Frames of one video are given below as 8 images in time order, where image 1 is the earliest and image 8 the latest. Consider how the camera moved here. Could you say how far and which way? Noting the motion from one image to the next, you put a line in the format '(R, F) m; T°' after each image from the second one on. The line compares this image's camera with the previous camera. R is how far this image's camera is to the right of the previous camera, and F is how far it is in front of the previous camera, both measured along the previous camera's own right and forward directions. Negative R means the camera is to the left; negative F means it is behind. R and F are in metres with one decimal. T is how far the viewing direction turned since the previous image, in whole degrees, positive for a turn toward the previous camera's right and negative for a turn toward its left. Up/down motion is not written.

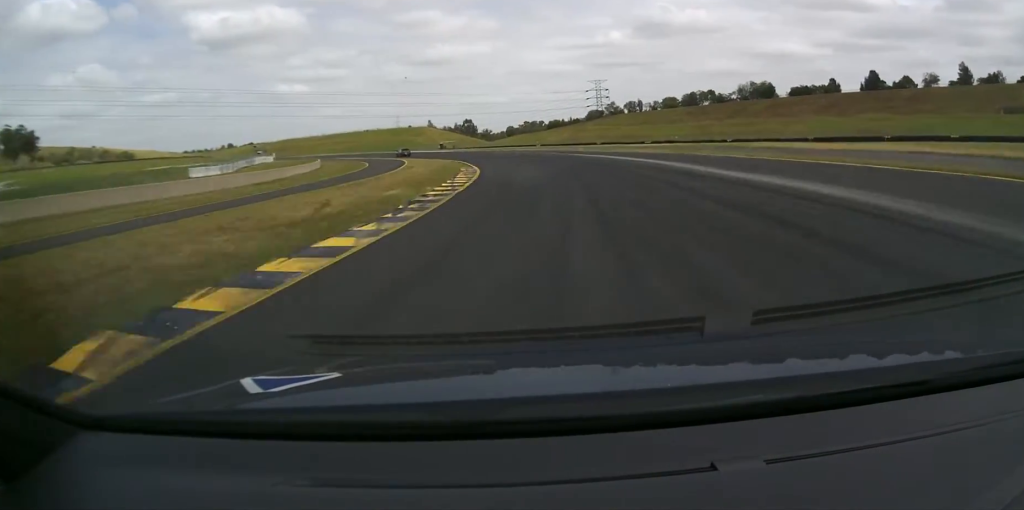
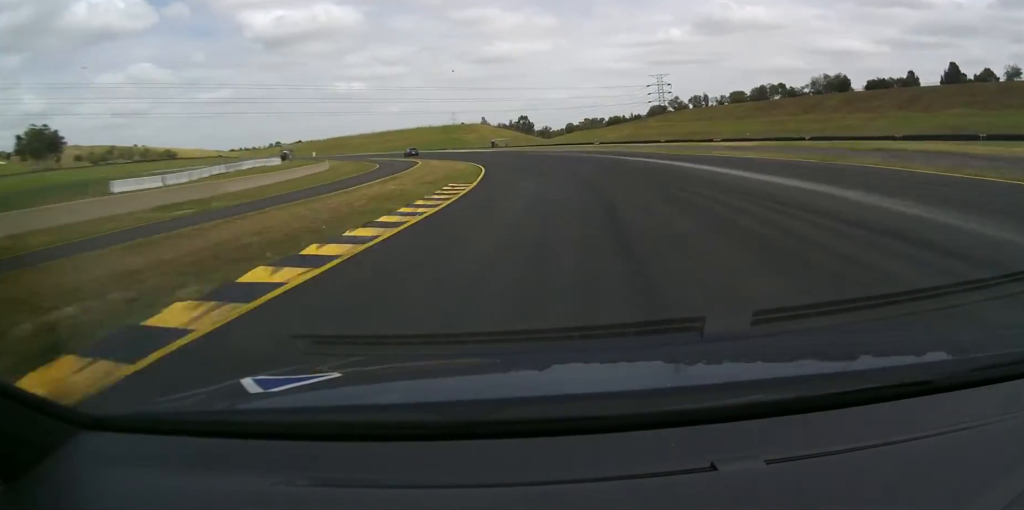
(-0.2, +17.4) m; -6°
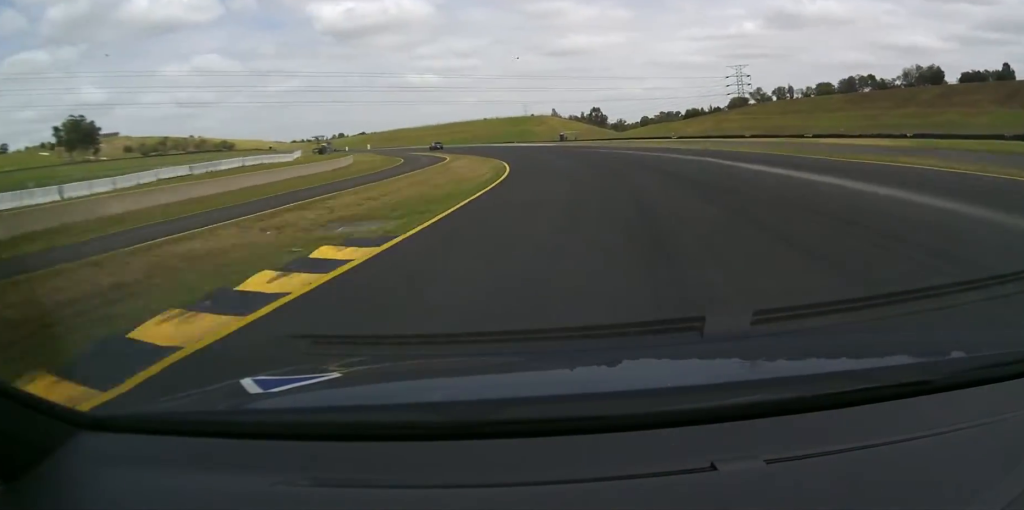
(-1.6, +17.3) m; -6°
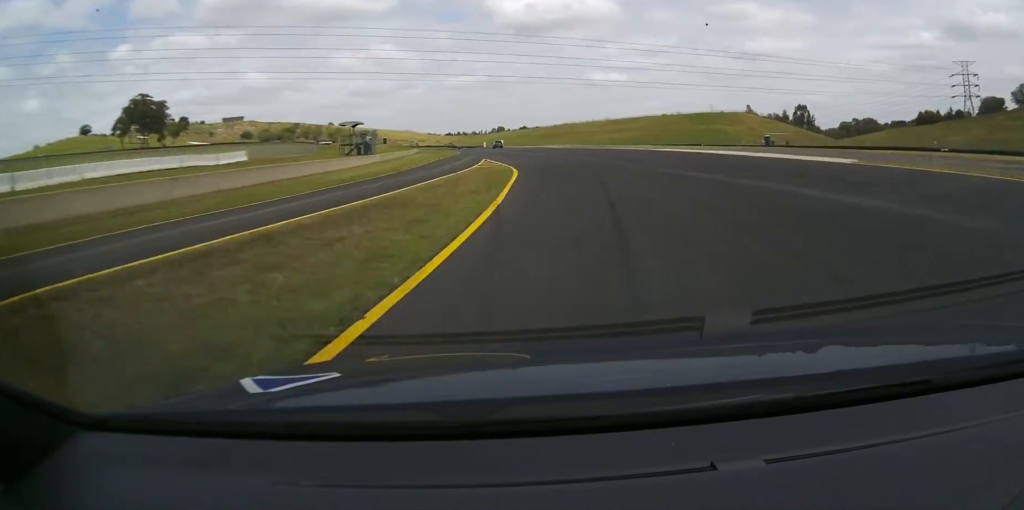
(-10.6, +60.5) m; -18°
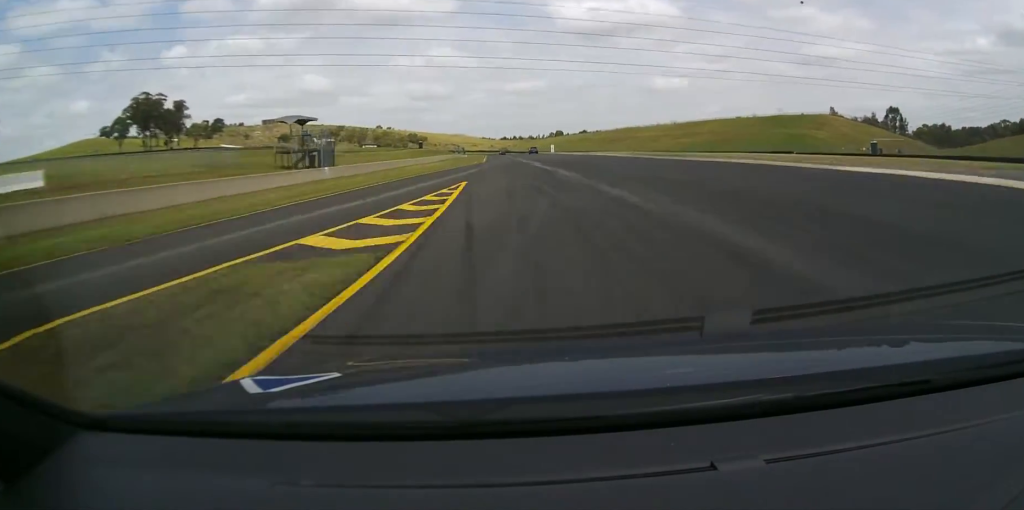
(-1.7, +29.1) m; -4°
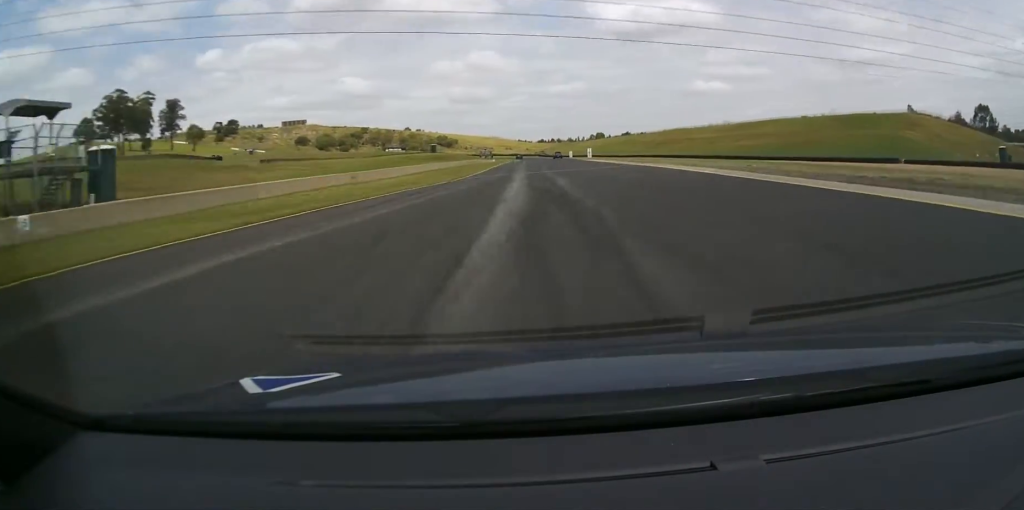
(-0.6, +31.6) m; -4°
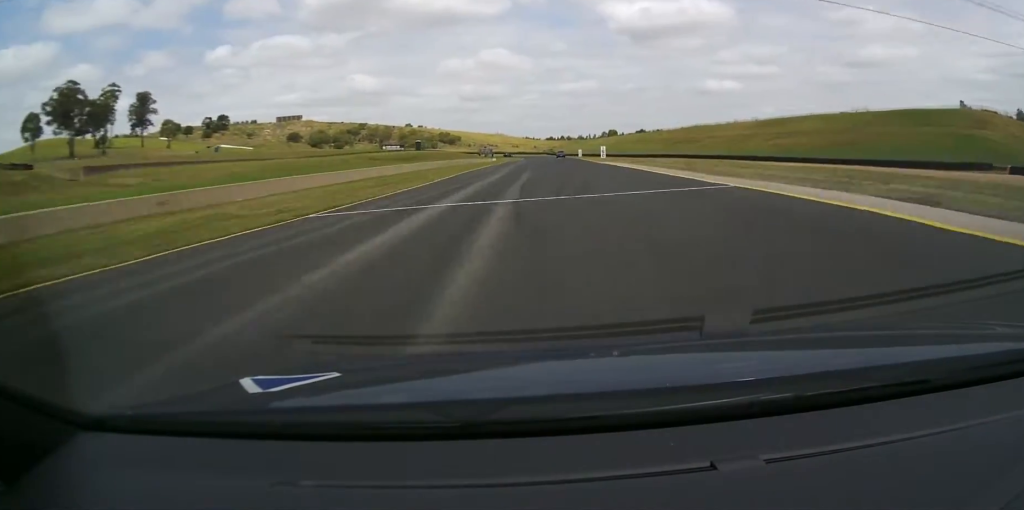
(-0.5, +25.6) m; -3°
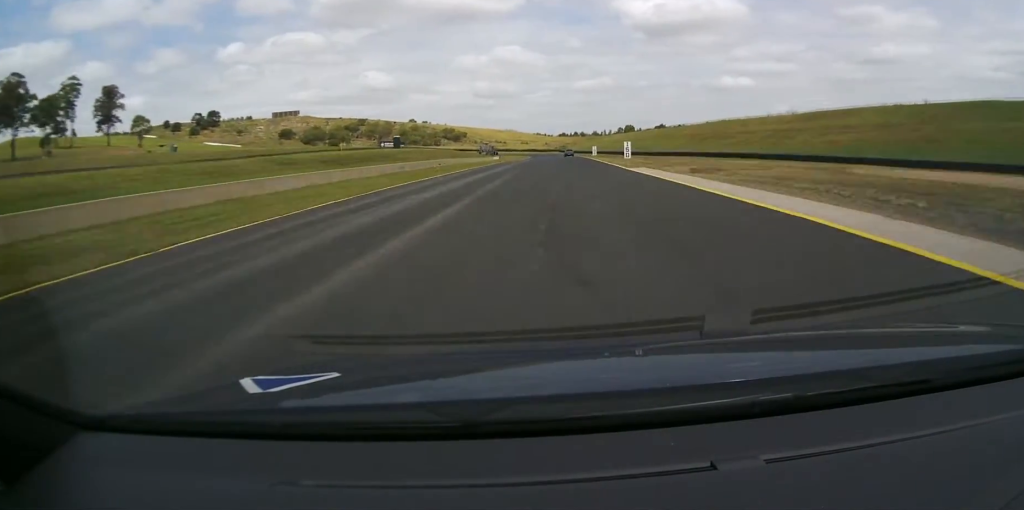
(-1.8, +26.6) m; -2°
